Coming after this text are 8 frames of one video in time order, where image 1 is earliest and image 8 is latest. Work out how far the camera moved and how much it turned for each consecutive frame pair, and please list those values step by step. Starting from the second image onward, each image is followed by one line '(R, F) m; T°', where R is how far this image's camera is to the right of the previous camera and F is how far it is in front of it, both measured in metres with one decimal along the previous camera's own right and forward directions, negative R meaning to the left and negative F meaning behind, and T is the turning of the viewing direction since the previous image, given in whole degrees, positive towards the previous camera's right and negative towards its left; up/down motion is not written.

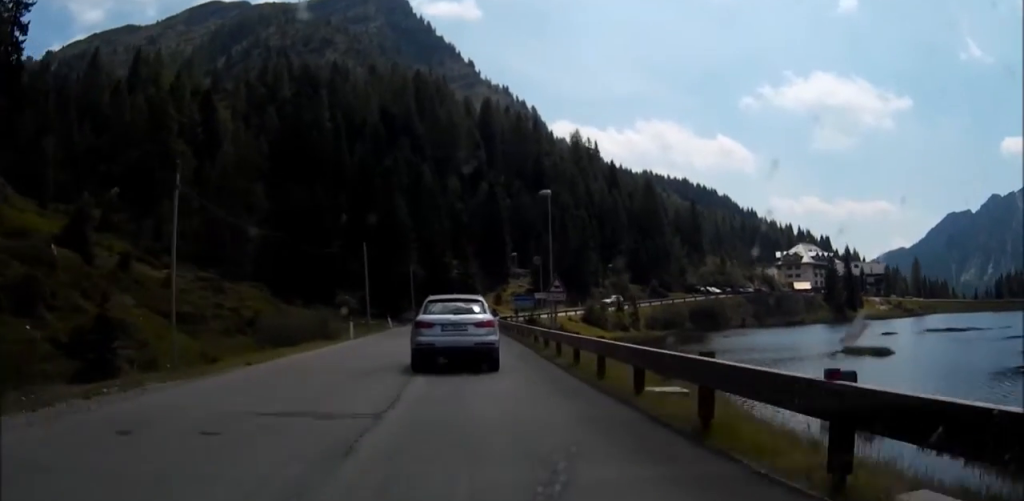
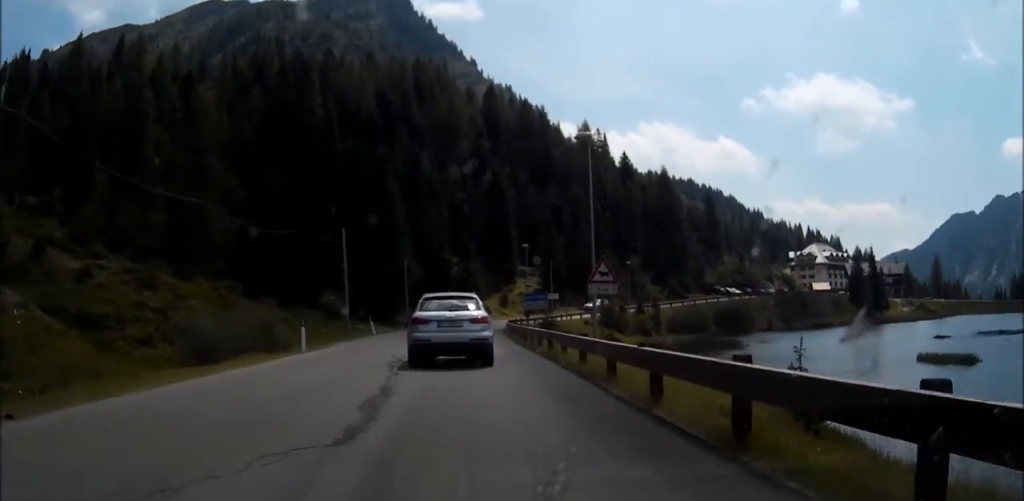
(0.0, +10.2) m; 0°
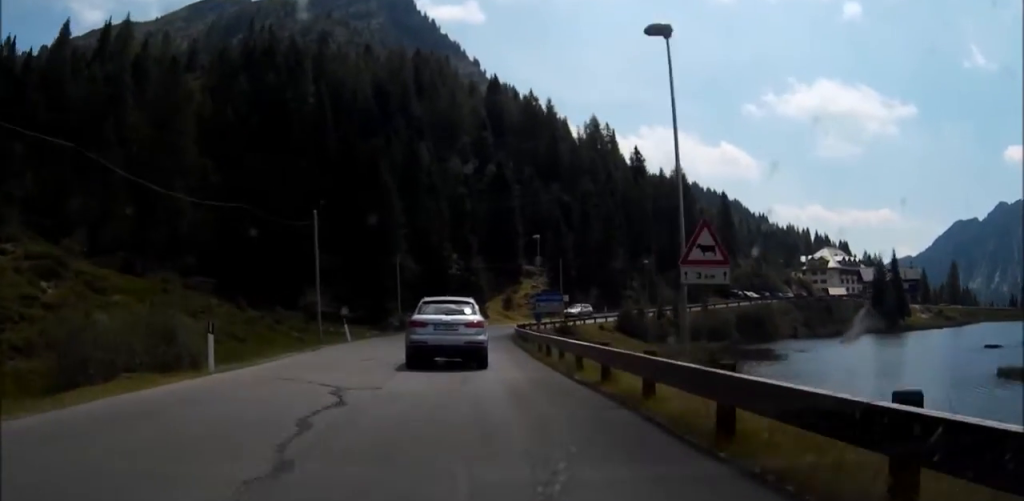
(0.0, +8.9) m; 0°
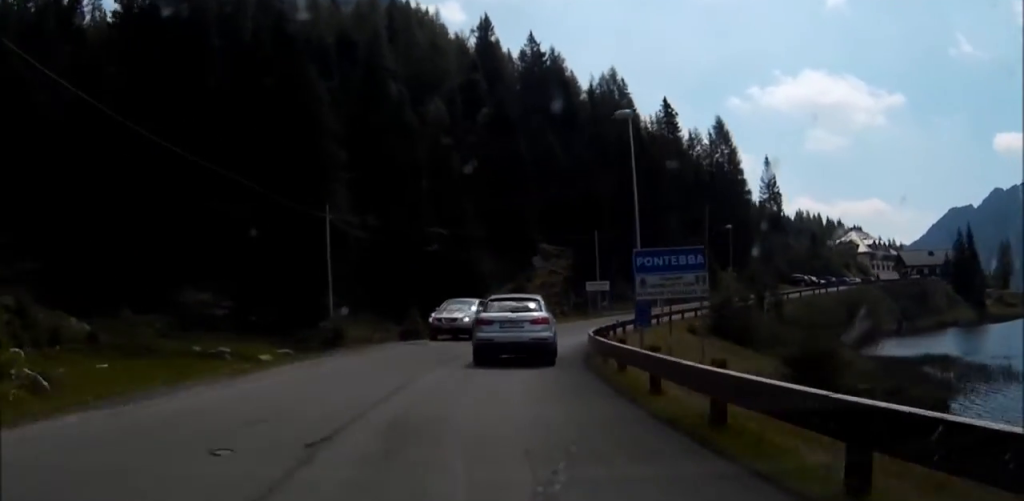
(+0.5, +29.5) m; +5°
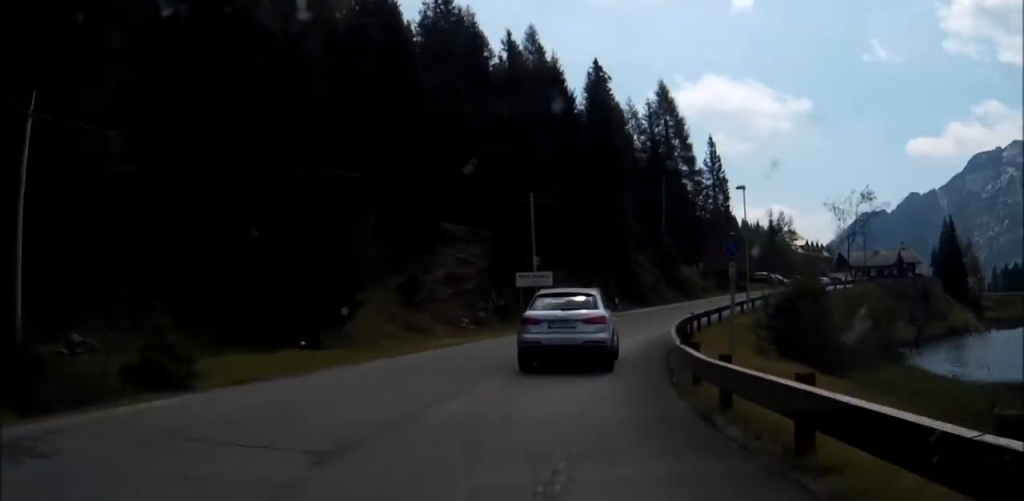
(+1.3, +19.2) m; +11°
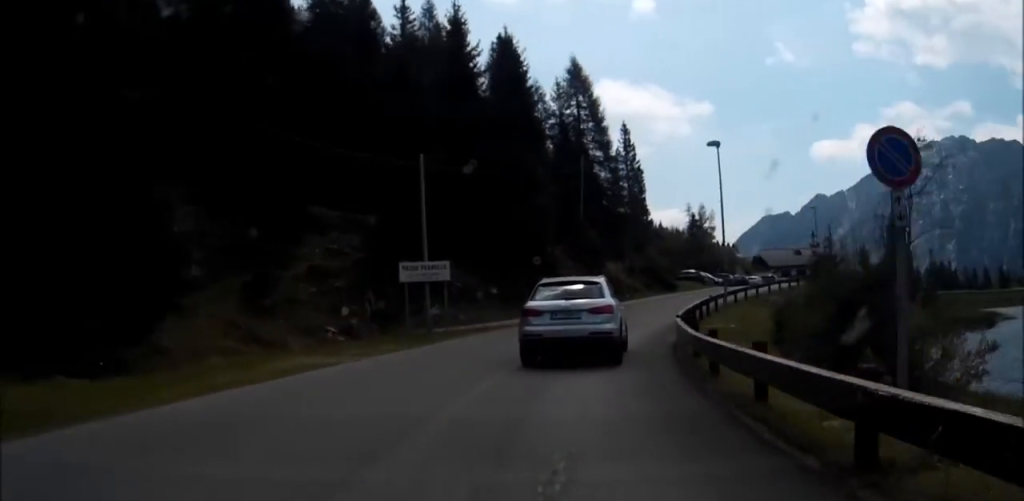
(+0.3, +10.0) m; +7°
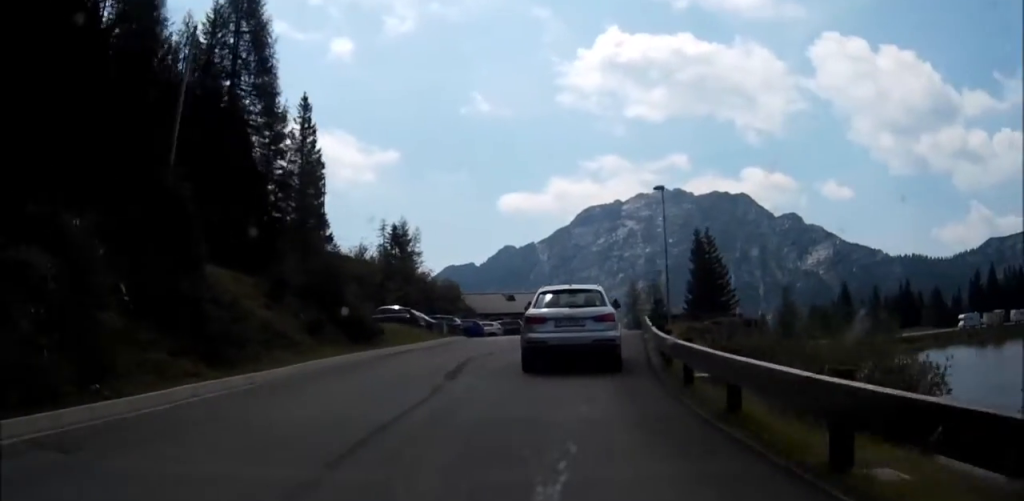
(+6.9, +29.7) m; +24°
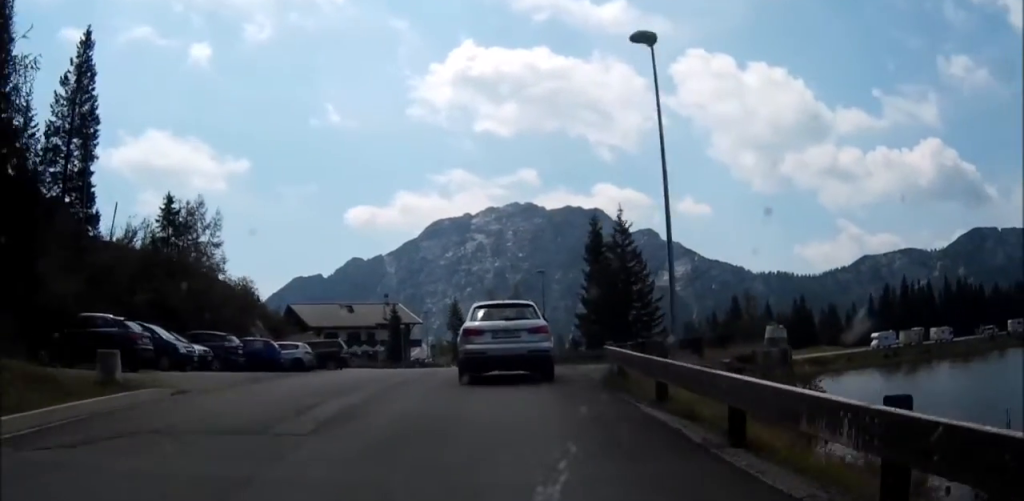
(+1.8, +19.3) m; +8°
